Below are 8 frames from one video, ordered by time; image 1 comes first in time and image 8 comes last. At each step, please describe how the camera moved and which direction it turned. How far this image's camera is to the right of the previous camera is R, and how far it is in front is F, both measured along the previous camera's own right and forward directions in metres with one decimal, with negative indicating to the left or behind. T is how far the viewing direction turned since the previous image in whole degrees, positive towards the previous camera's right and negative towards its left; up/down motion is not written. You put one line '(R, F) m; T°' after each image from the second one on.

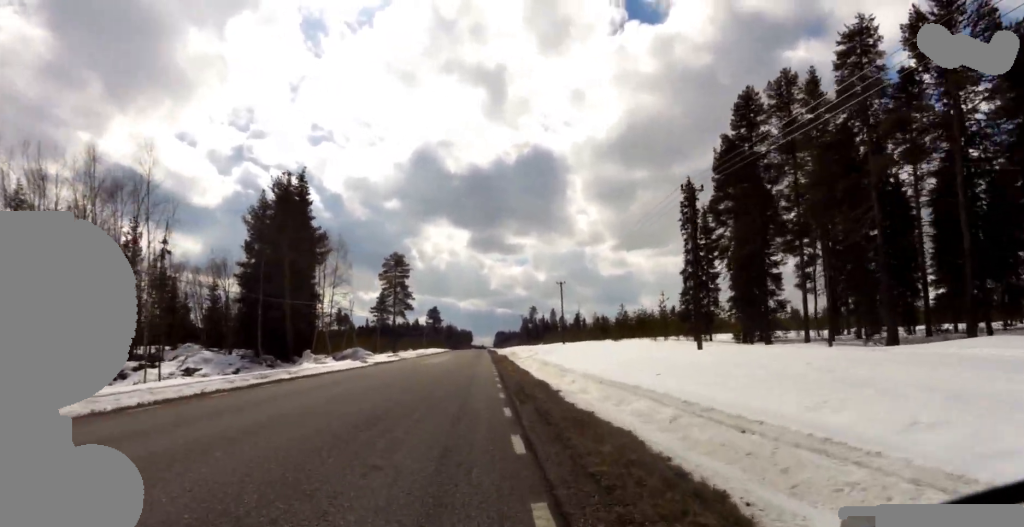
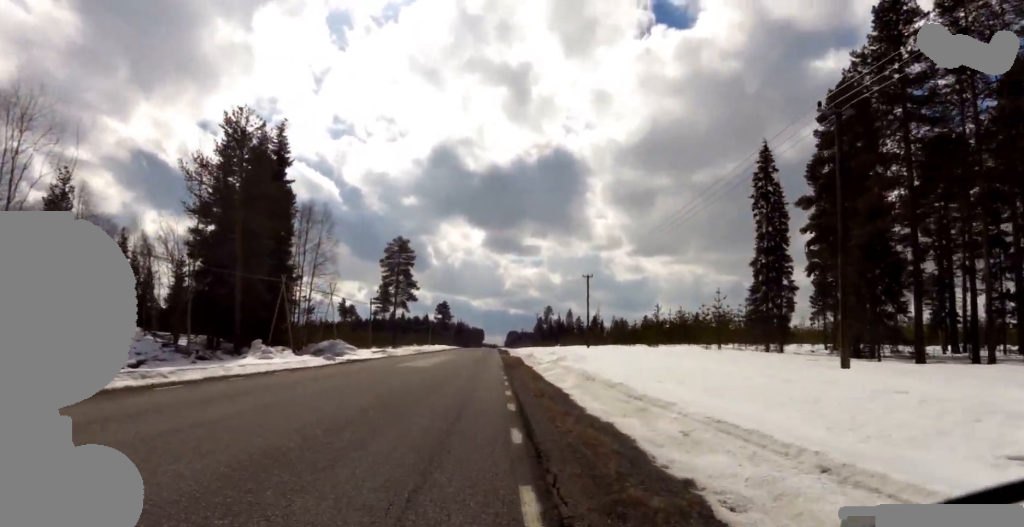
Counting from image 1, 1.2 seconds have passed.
(0.0, +11.9) m; -1°
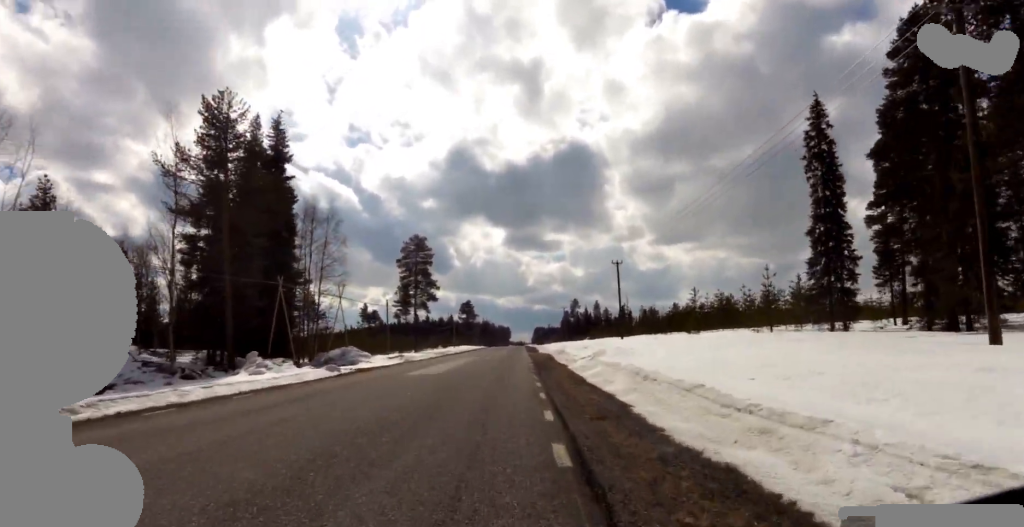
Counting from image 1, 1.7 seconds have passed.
(+0.1, +4.6) m; -2°
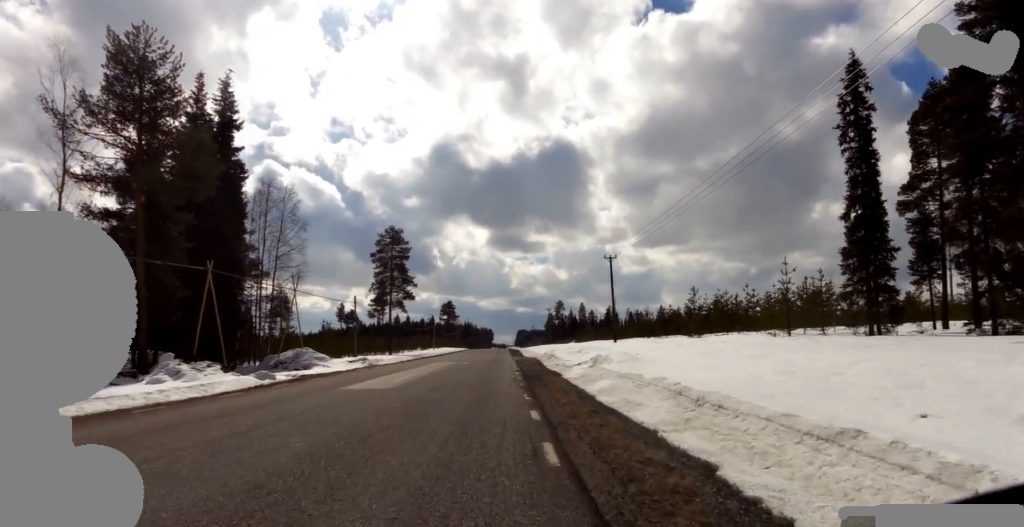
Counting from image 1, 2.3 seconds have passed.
(-0.2, +5.7) m; -1°
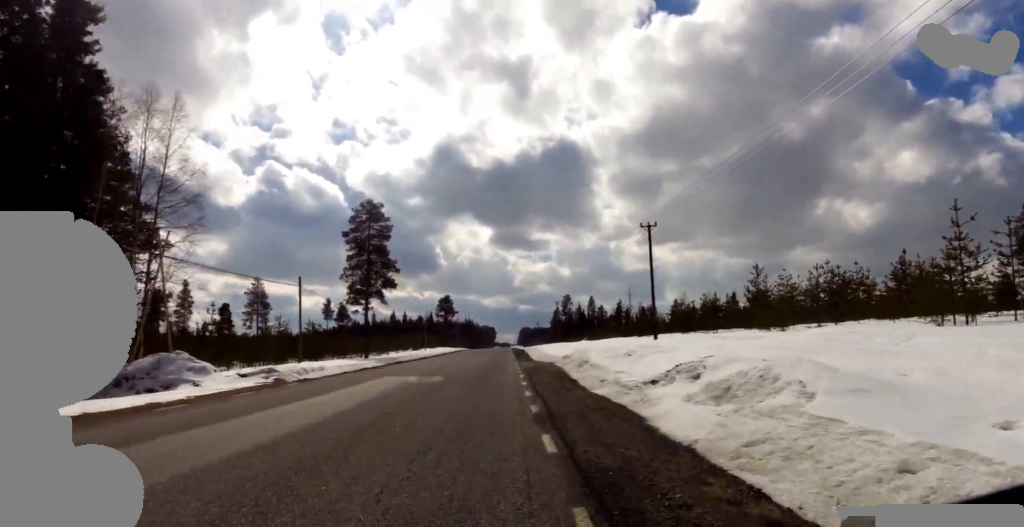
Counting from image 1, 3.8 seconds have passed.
(+0.2, +14.3) m; +6°
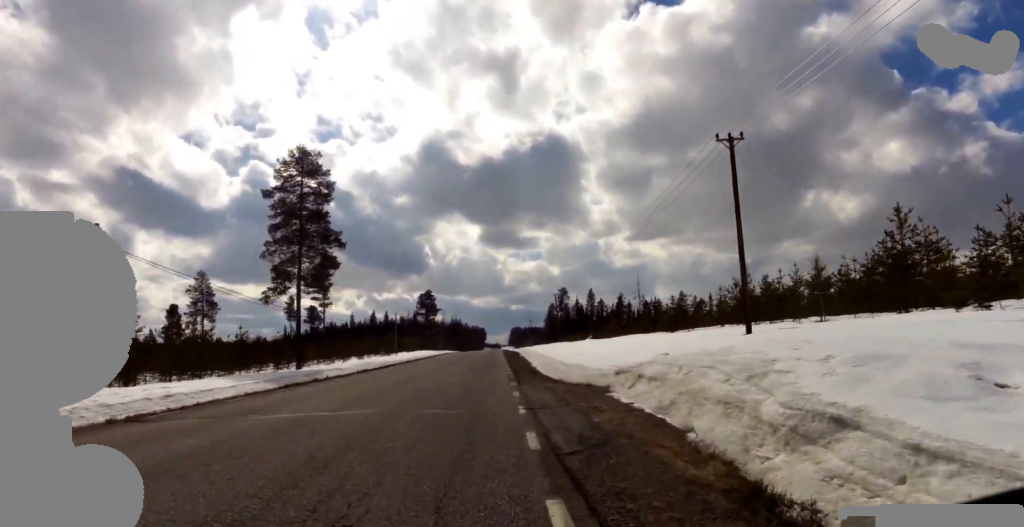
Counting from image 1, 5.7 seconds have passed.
(-0.8, +17.0) m; -6°
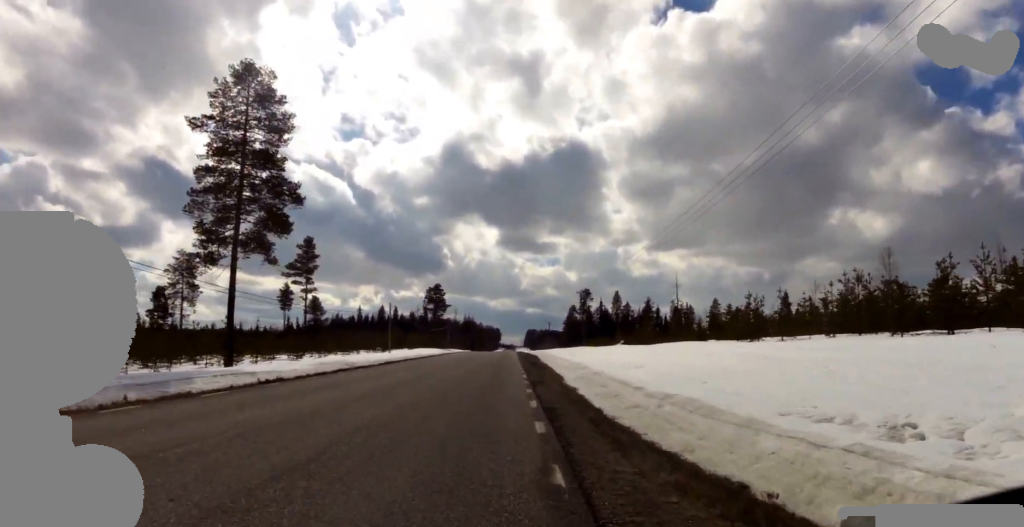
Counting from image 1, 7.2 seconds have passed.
(+0.2, +13.7) m; +1°
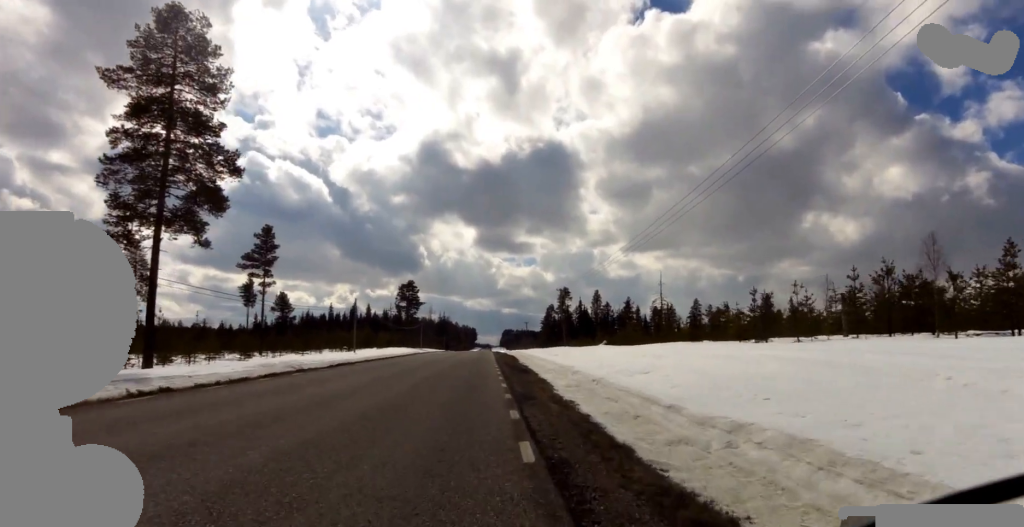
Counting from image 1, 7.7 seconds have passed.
(-0.4, +4.8) m; +2°
